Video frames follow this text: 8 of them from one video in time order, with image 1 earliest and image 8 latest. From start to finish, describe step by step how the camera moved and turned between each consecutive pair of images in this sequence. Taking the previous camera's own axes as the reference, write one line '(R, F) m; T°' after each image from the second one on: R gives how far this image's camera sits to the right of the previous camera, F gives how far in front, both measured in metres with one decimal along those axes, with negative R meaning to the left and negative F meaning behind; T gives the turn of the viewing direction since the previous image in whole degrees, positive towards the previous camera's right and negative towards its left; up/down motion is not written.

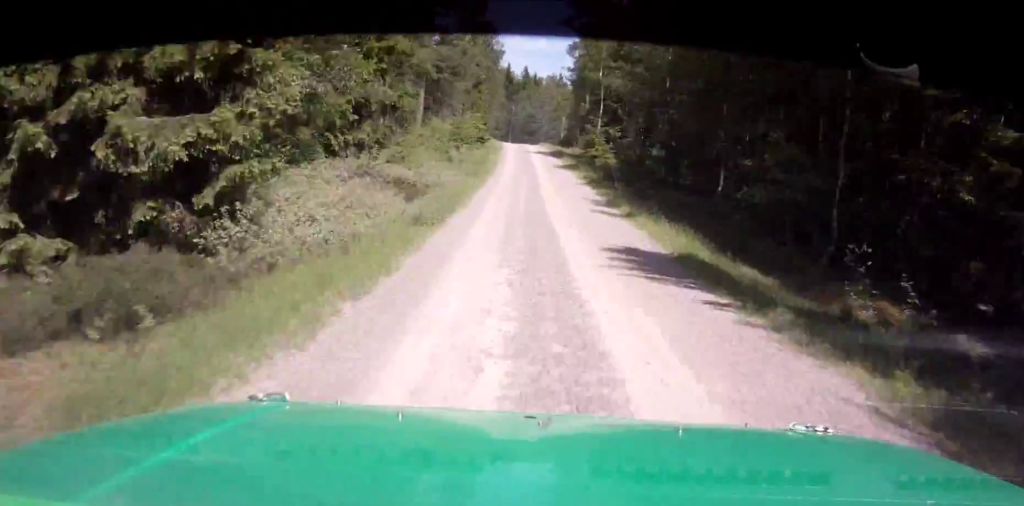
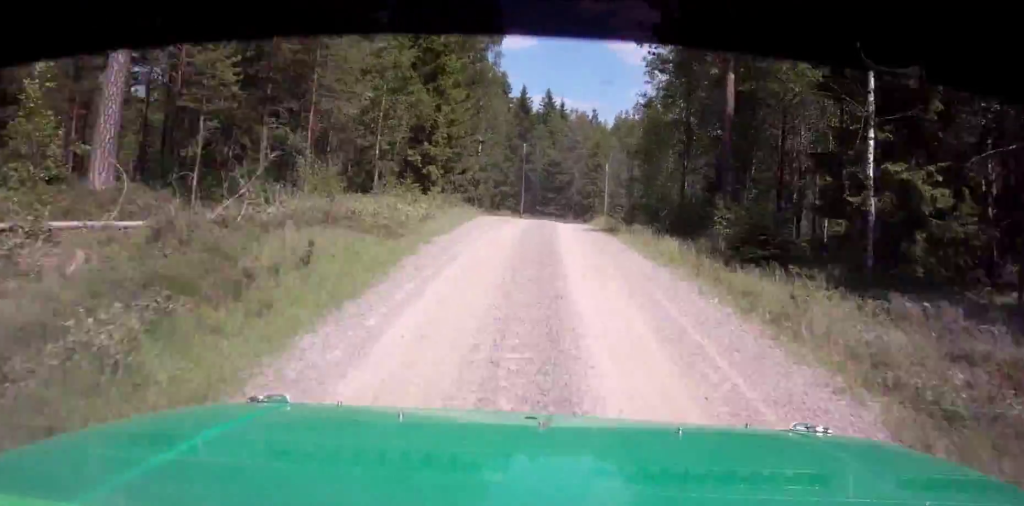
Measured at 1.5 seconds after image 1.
(-0.6, +53.5) m; -1°
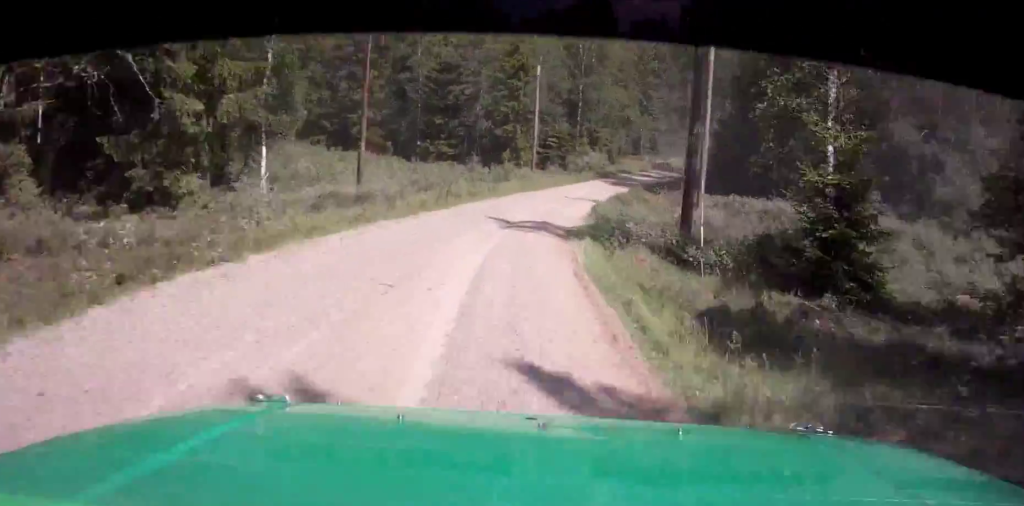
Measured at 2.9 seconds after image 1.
(+0.9, +45.7) m; +7°
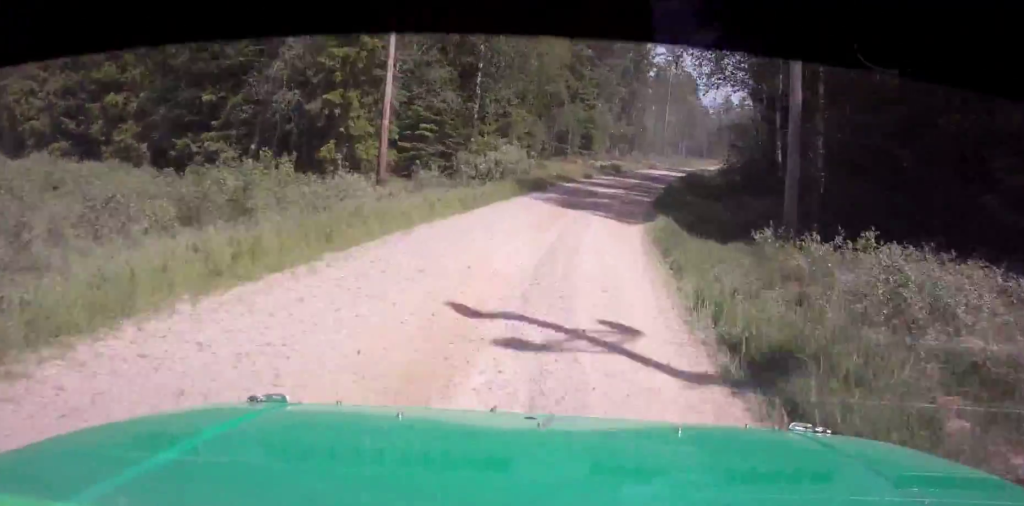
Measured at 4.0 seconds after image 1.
(+2.9, +30.4) m; +10°
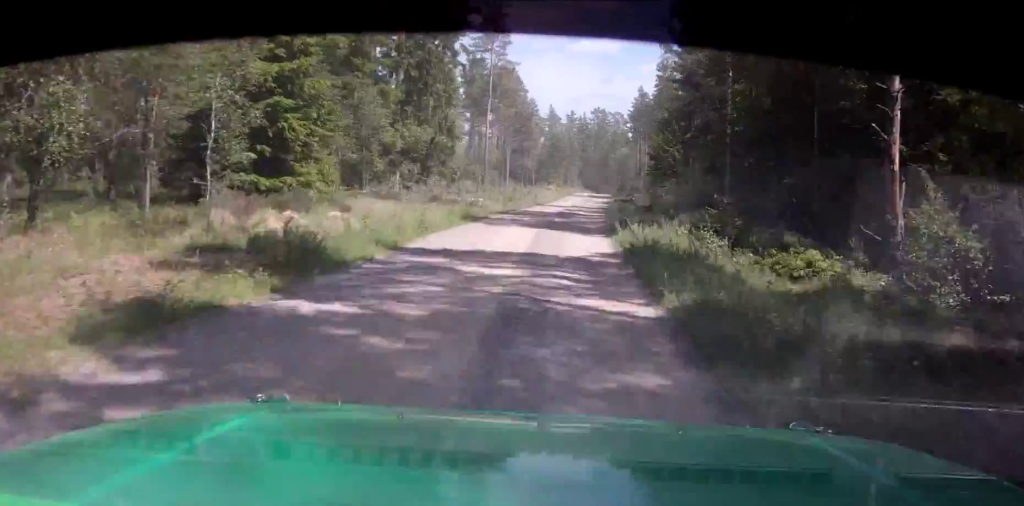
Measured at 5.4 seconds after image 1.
(+4.5, +41.4) m; +11°
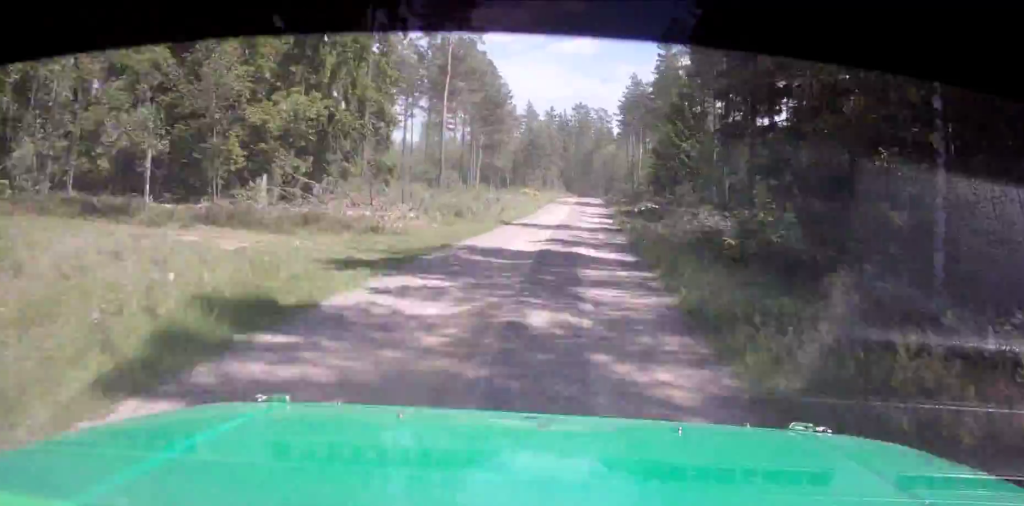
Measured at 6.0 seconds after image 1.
(+0.1, +17.2) m; +4°
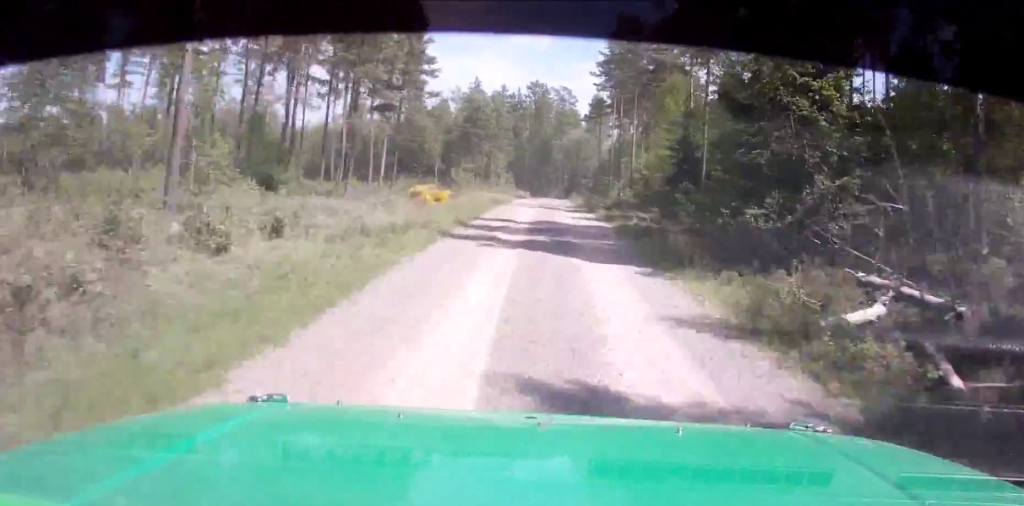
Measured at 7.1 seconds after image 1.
(+2.6, +35.4) m; +5°
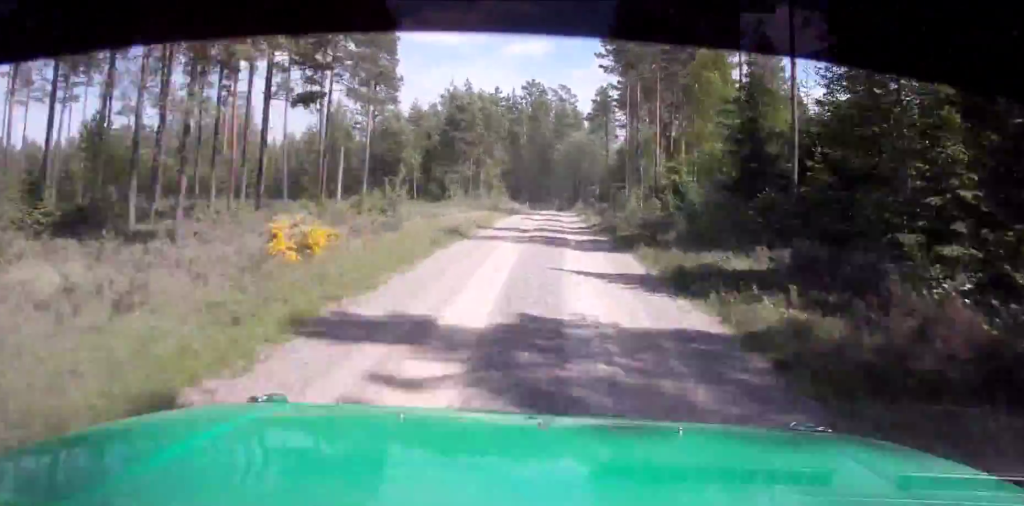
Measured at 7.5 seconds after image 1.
(+0.2, +13.5) m; 0°
